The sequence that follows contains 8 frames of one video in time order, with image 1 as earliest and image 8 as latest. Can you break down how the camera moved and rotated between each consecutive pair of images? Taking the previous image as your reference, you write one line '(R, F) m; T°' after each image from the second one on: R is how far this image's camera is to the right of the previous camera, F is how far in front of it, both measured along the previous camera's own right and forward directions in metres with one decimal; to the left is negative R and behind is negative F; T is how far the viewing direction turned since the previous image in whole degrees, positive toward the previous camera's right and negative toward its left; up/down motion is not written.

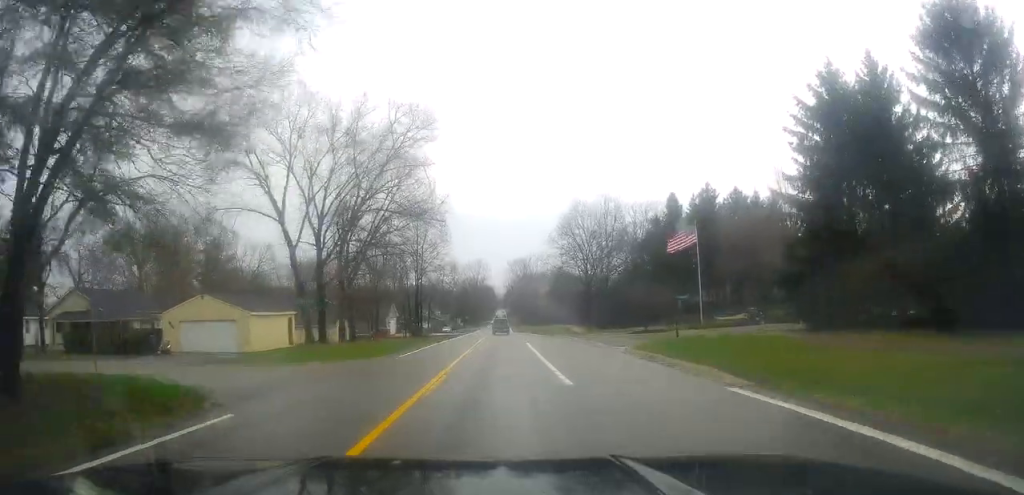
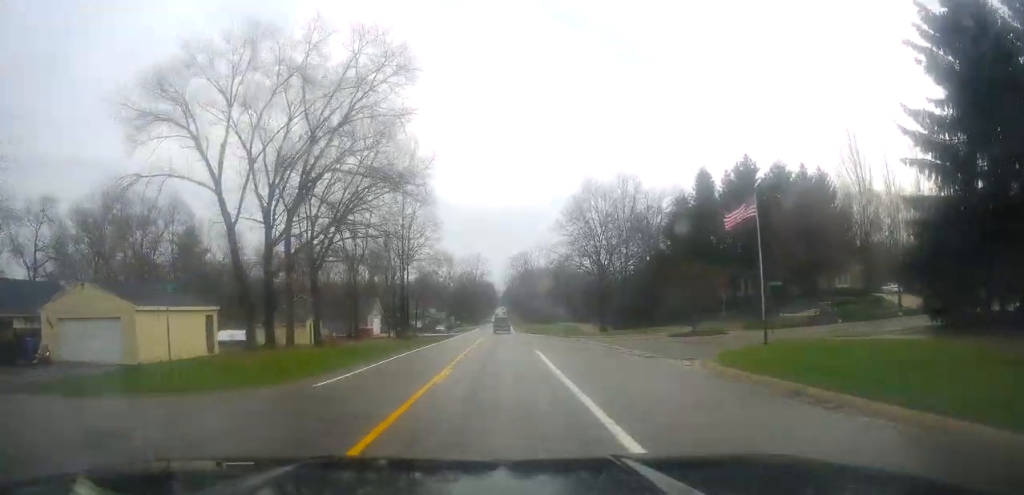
(0.0, +13.1) m; 0°
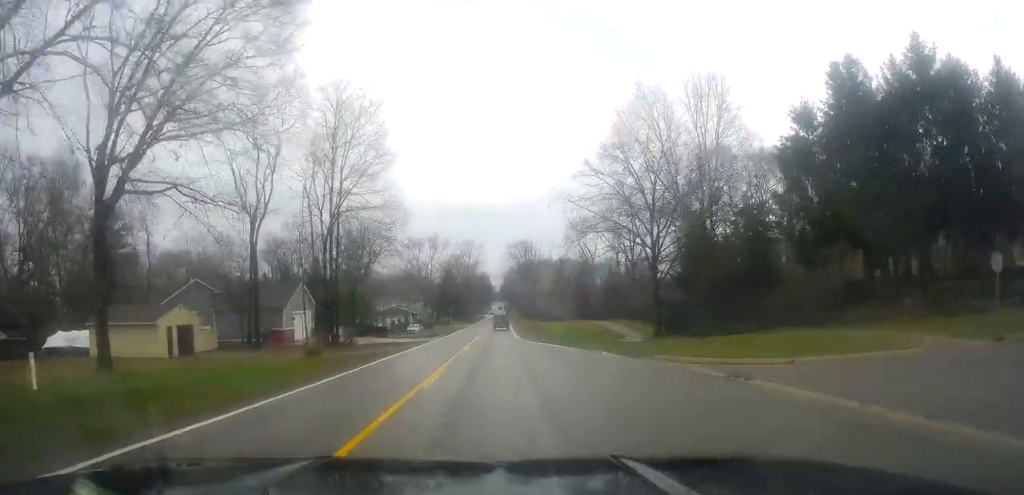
(0.0, +32.0) m; 0°
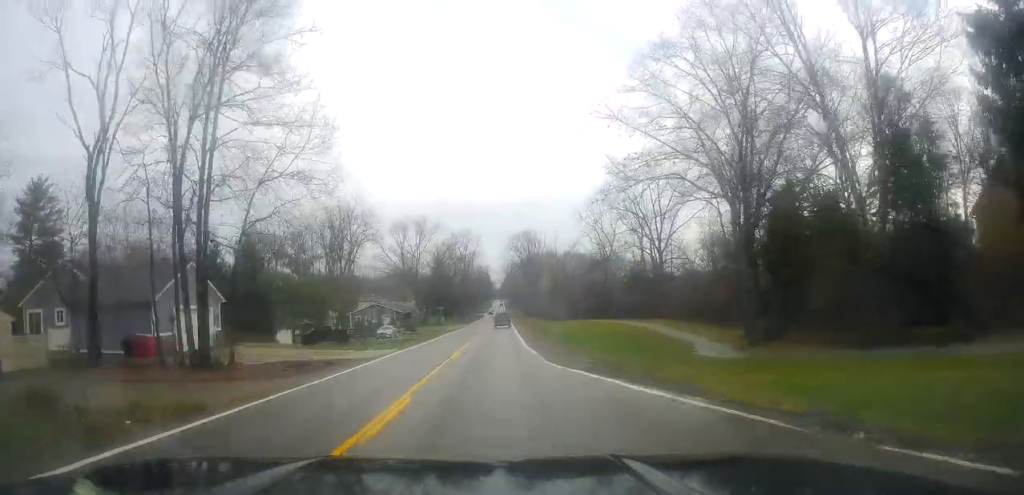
(0.0, +21.3) m; +1°
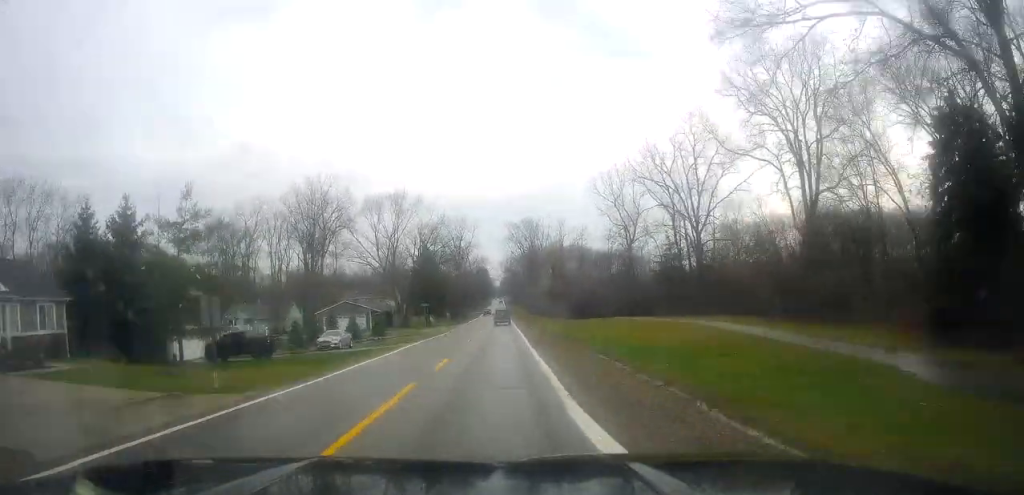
(+0.4, +20.9) m; +1°
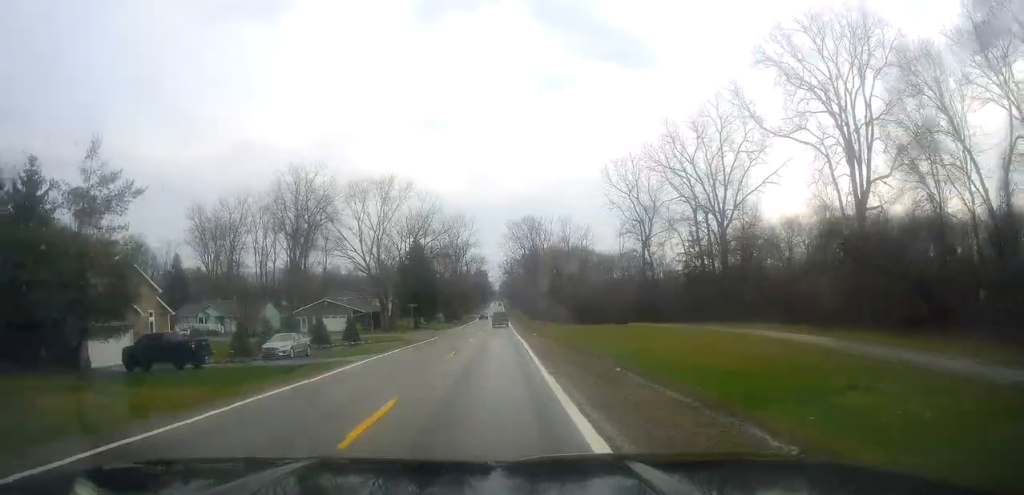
(+0.1, +9.9) m; 0°
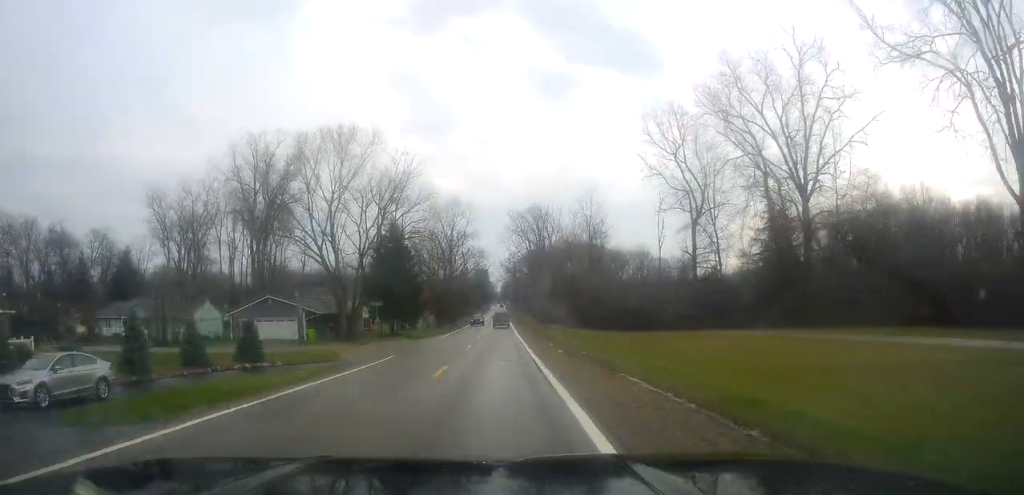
(-0.3, +21.0) m; 0°
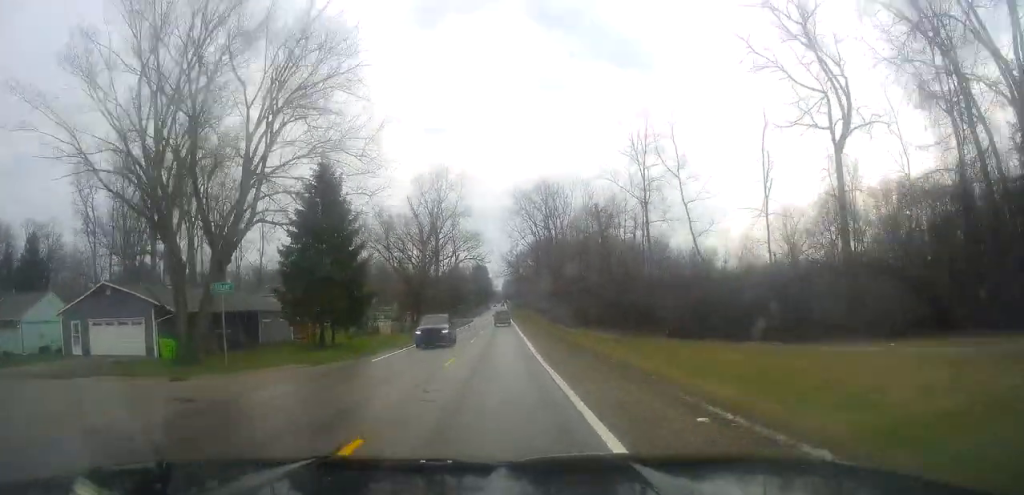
(+0.1, +28.6) m; 0°
